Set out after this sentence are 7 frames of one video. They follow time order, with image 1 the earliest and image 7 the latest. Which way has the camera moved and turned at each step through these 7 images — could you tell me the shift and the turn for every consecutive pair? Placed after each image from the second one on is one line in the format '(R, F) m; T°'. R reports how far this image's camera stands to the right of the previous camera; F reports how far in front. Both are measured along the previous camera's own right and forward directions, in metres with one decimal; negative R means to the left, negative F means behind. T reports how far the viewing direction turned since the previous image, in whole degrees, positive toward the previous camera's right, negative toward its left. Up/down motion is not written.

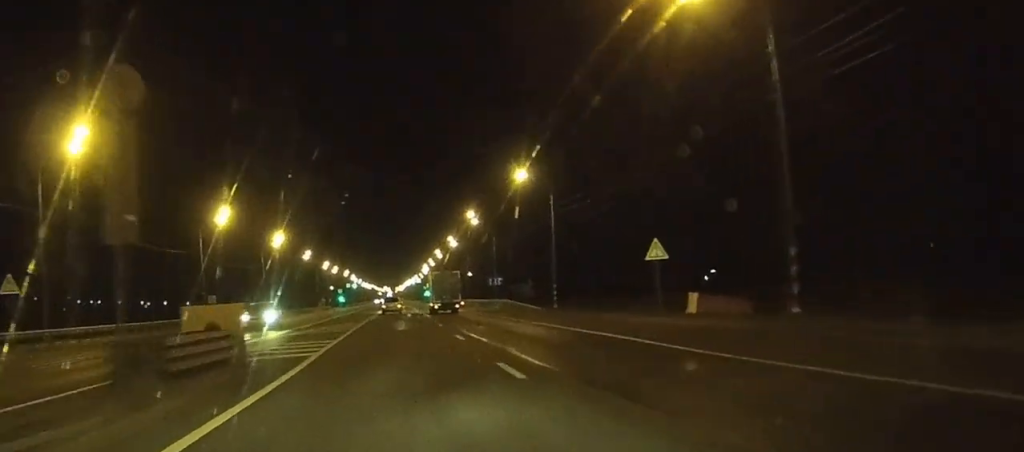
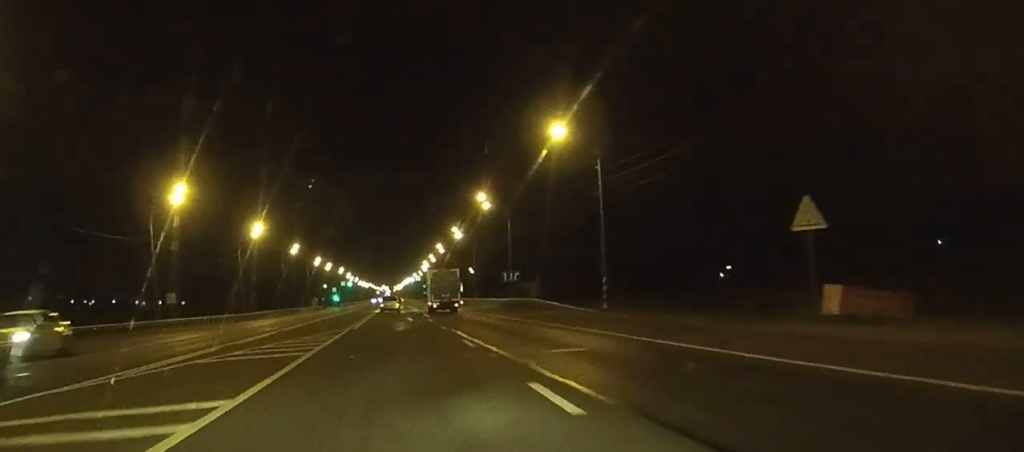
(0.0, +16.4) m; 0°
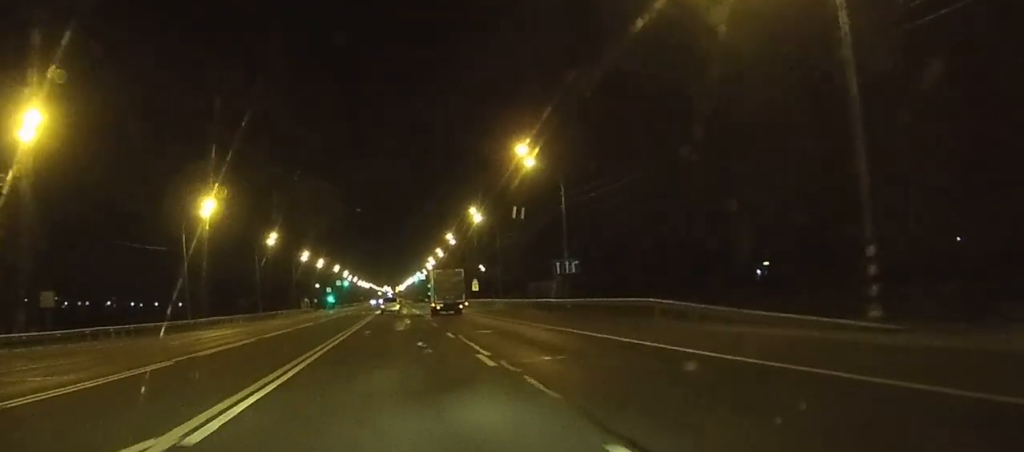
(+0.1, +28.5) m; 0°
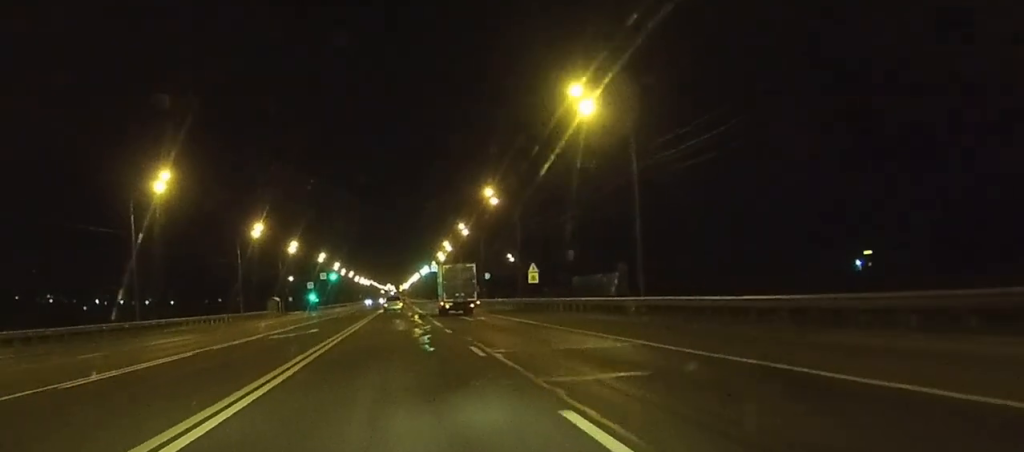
(-0.3, +56.9) m; 0°
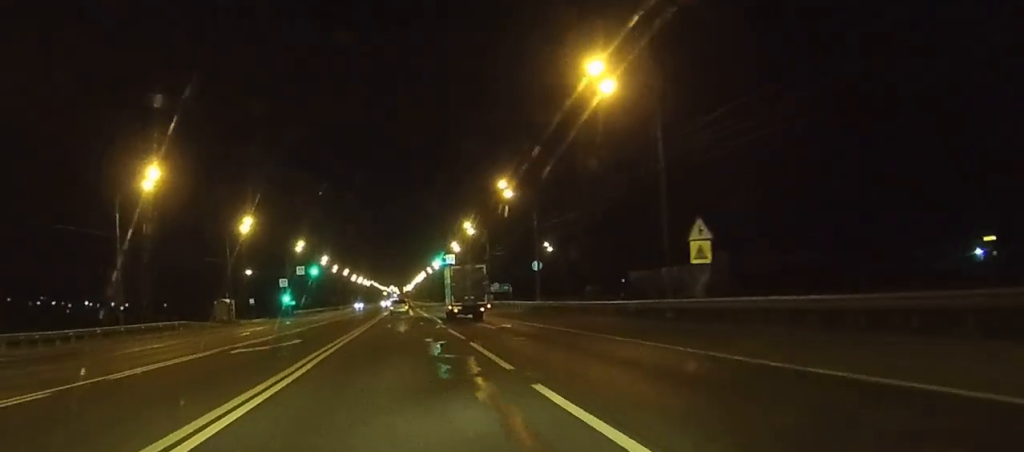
(0.0, +45.6) m; 0°
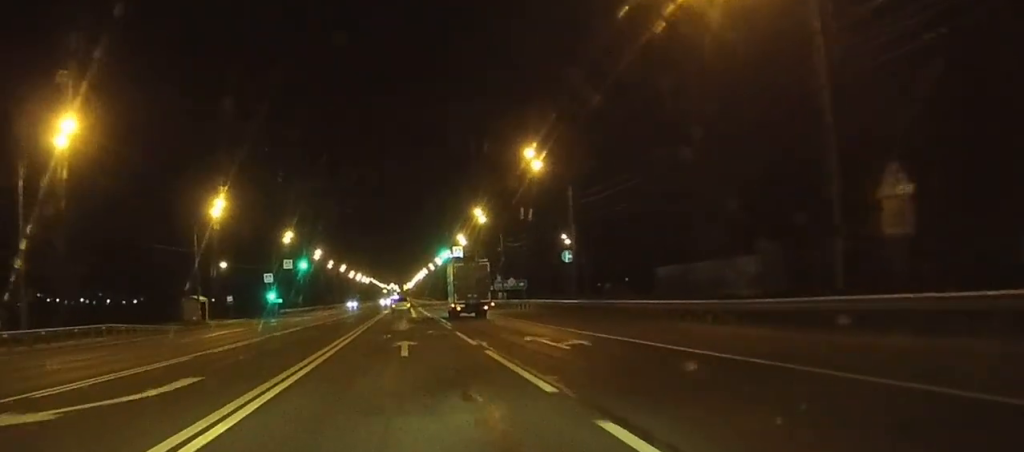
(0.0, +15.5) m; 0°
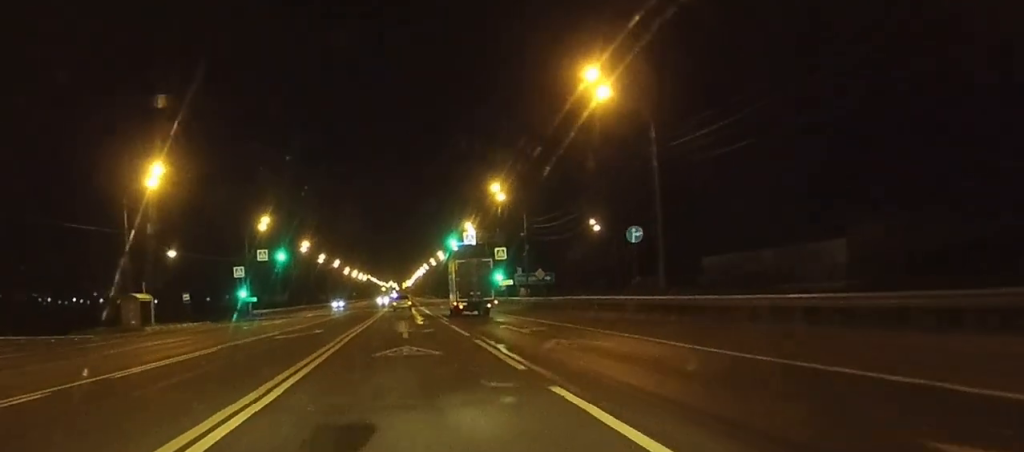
(0.0, +20.6) m; 0°
